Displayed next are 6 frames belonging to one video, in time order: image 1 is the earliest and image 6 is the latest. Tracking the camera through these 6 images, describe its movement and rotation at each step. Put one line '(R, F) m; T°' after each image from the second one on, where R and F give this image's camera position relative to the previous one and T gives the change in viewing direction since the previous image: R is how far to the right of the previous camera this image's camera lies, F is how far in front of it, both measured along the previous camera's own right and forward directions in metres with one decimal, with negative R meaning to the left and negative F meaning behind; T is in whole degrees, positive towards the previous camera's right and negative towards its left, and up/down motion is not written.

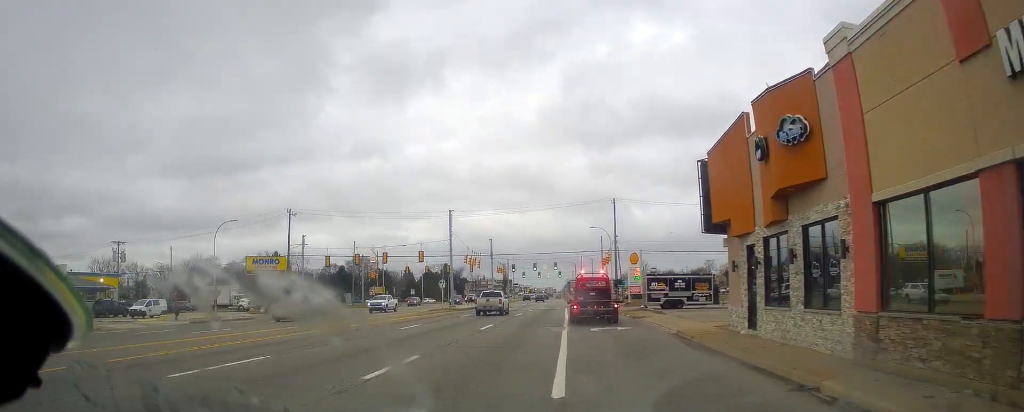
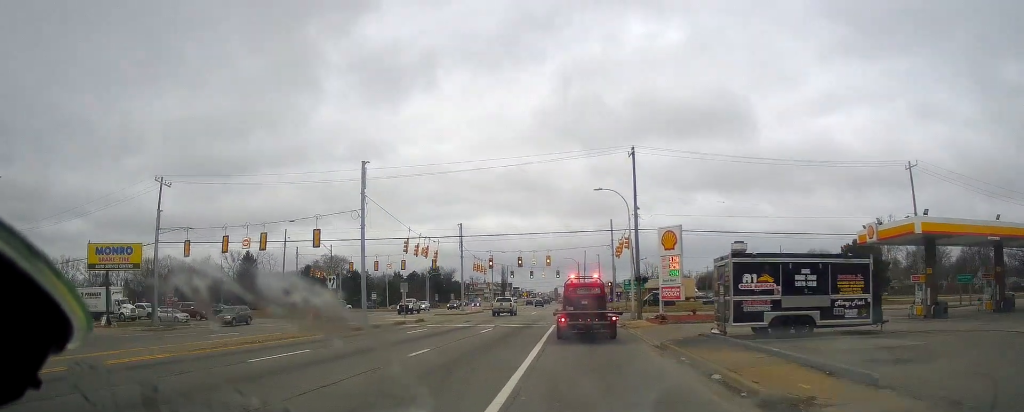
(-1.1, +27.0) m; -2°
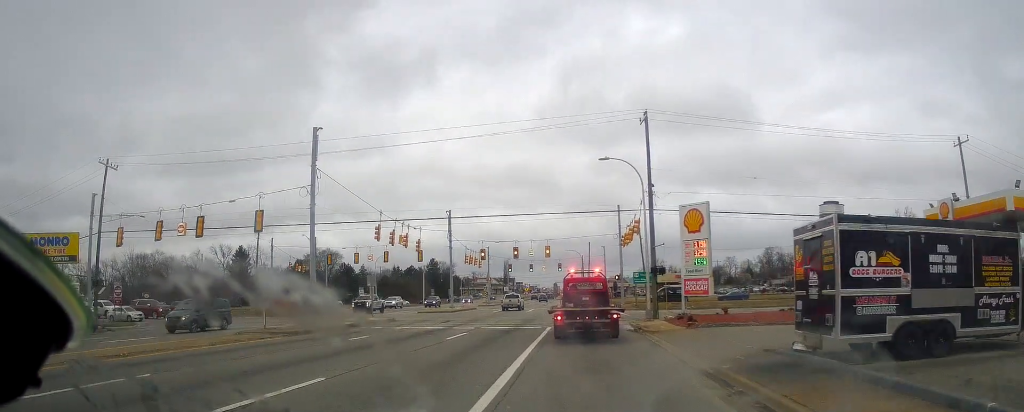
(0.0, +8.3) m; 0°
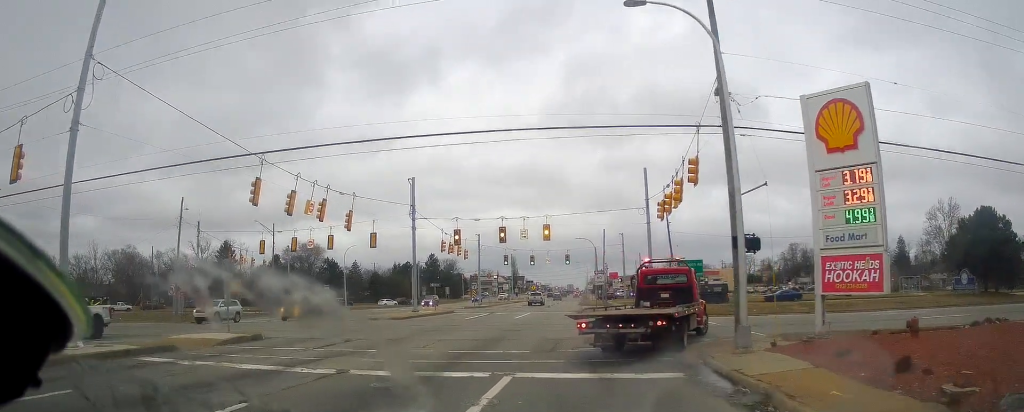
(0.0, +18.2) m; 0°
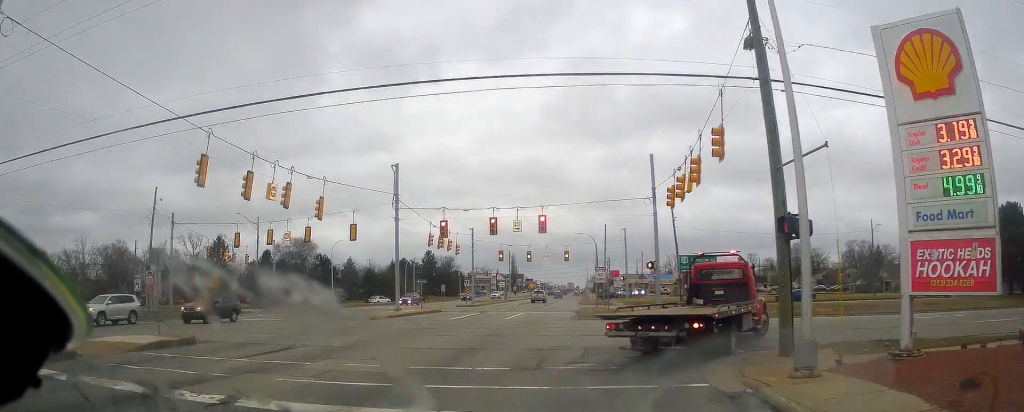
(0.0, +4.2) m; 0°
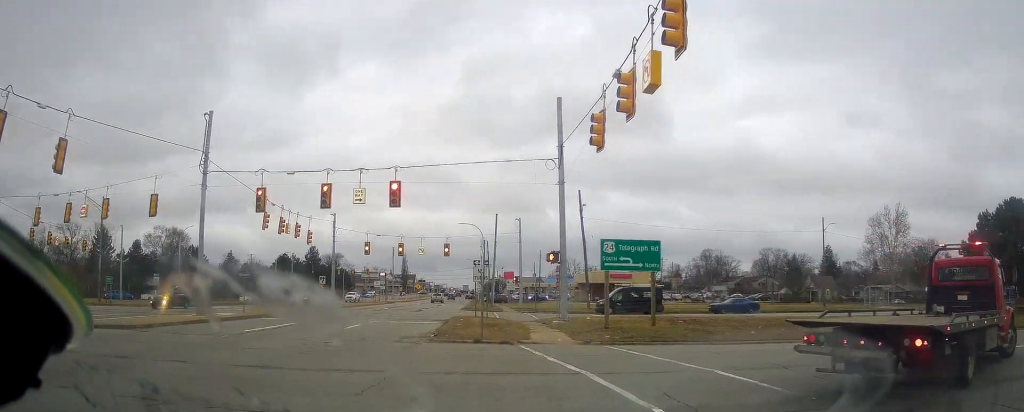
(+0.6, +13.2) m; +6°
